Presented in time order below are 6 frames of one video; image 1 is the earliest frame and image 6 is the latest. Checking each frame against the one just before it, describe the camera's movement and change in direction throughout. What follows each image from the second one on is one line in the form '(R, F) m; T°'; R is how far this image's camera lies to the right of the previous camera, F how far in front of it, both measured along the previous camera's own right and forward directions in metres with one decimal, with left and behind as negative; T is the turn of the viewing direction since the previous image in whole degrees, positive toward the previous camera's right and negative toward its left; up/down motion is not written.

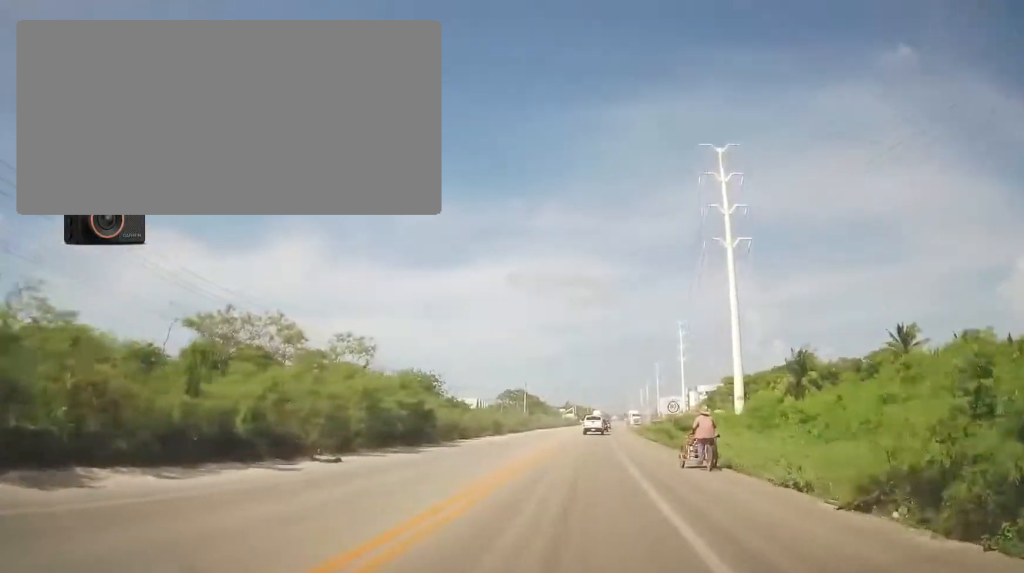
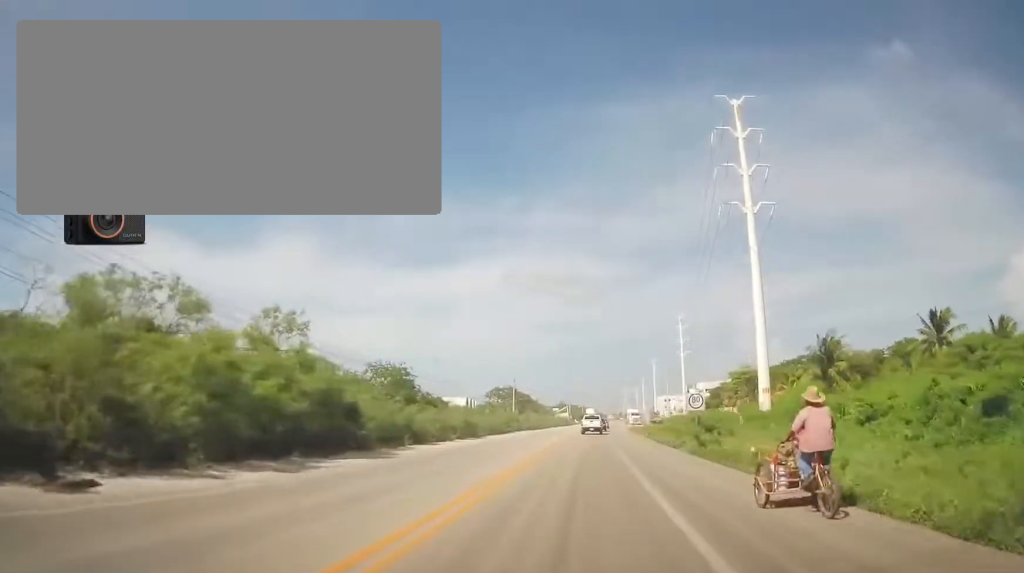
(-0.2, +9.5) m; +1°
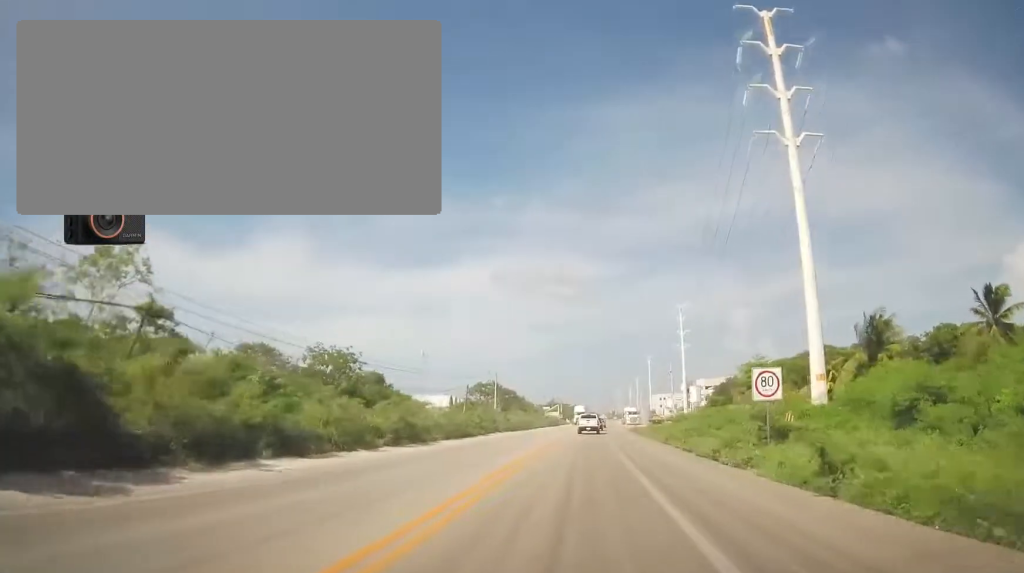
(+0.5, +12.6) m; +2°
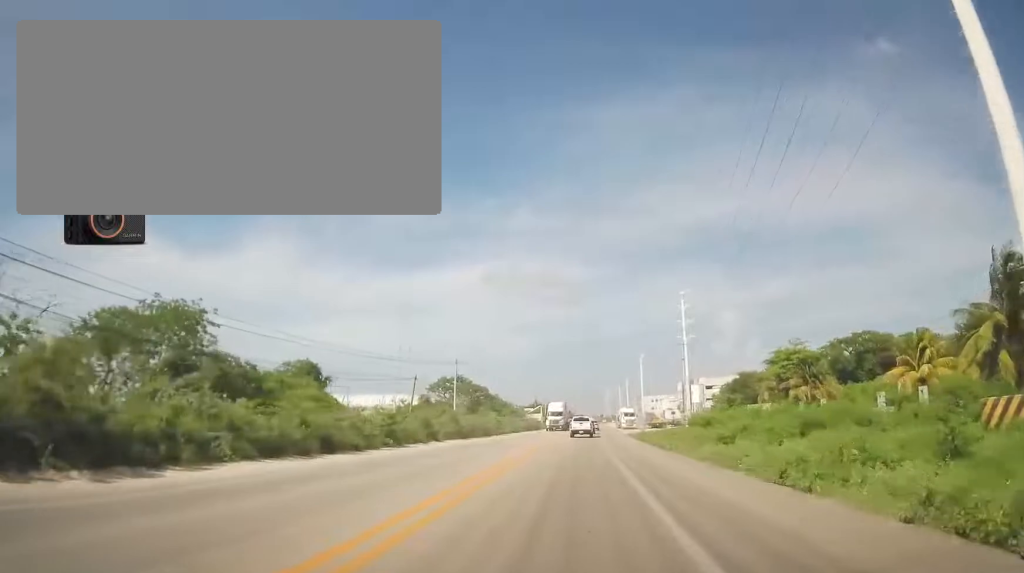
(+0.6, +20.2) m; +1°
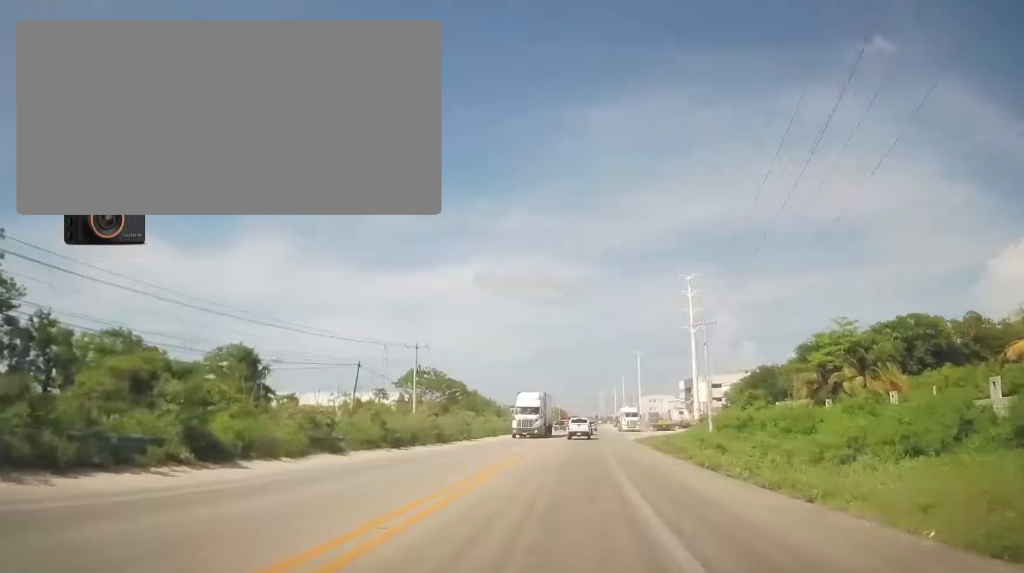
(-0.1, +14.6) m; 0°
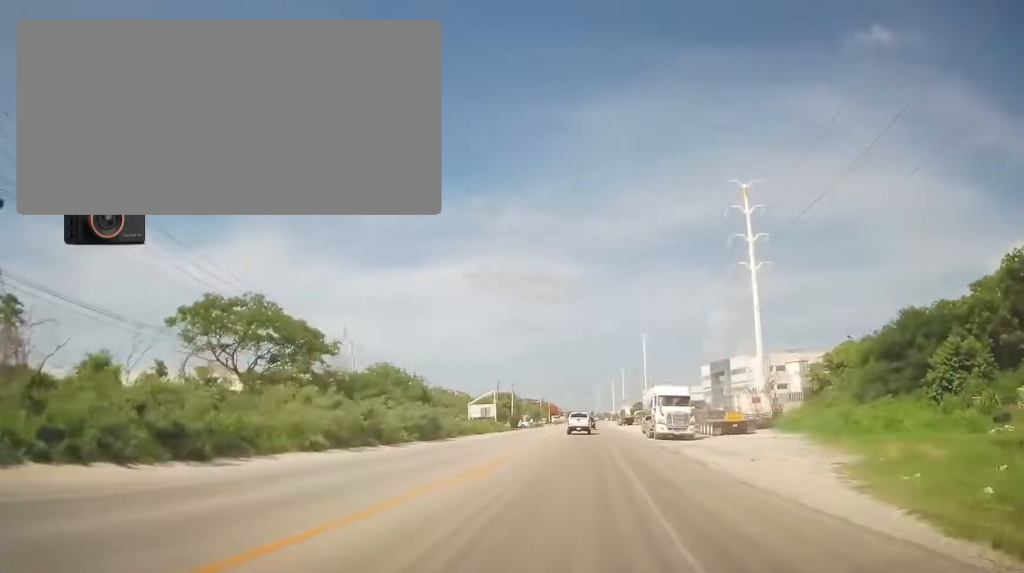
(+0.3, +43.9) m; 0°
